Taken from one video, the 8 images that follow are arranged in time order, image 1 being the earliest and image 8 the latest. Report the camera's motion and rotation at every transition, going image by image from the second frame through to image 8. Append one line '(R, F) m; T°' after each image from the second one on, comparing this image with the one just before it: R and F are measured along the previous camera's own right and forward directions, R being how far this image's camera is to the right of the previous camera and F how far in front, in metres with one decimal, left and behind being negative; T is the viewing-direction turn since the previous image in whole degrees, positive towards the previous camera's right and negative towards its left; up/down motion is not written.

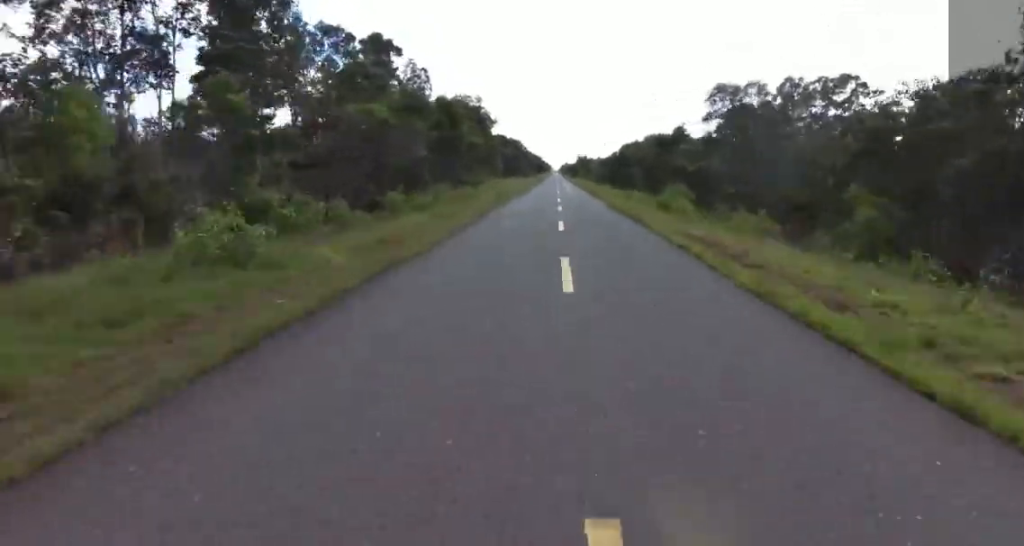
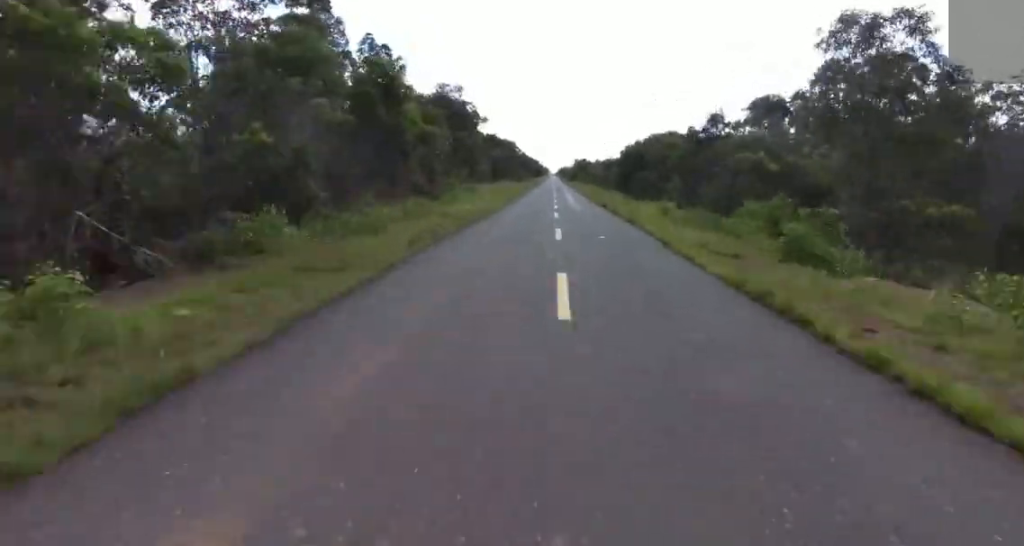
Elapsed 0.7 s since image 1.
(+0.1, +18.3) m; -1°
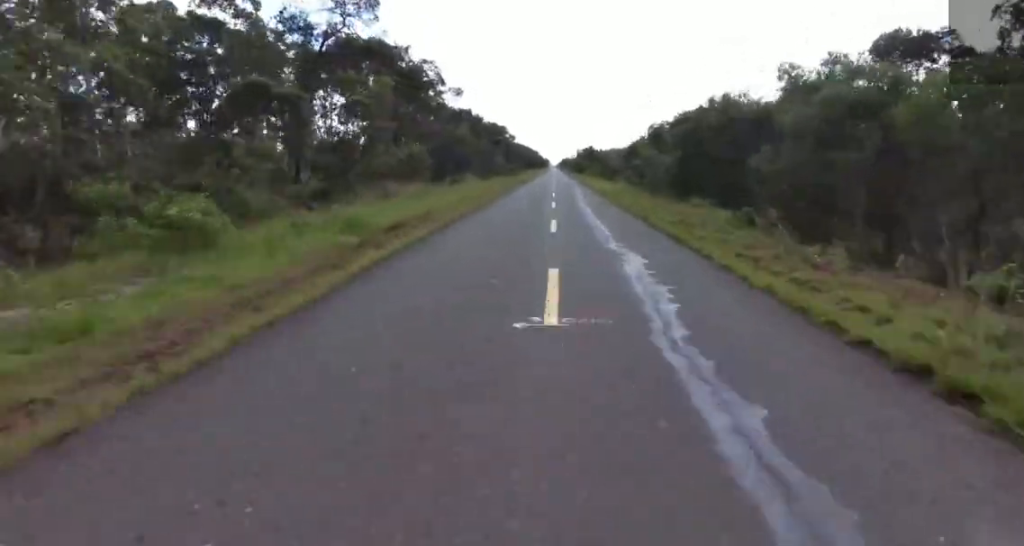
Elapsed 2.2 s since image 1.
(-0.8, +42.0) m; -1°
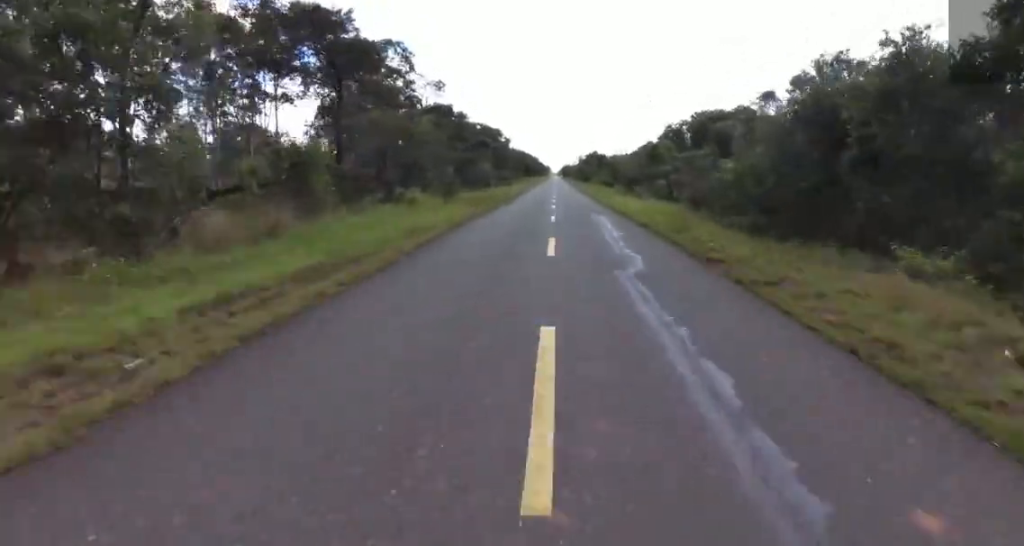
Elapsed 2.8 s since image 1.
(+0.1, +19.1) m; +1°
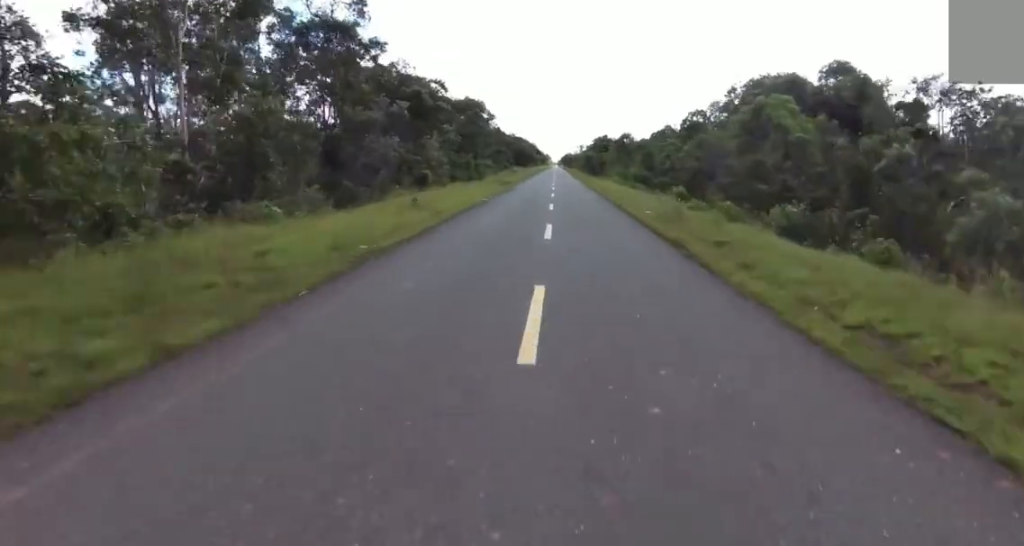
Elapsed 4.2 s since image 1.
(+1.2, +38.3) m; +3°
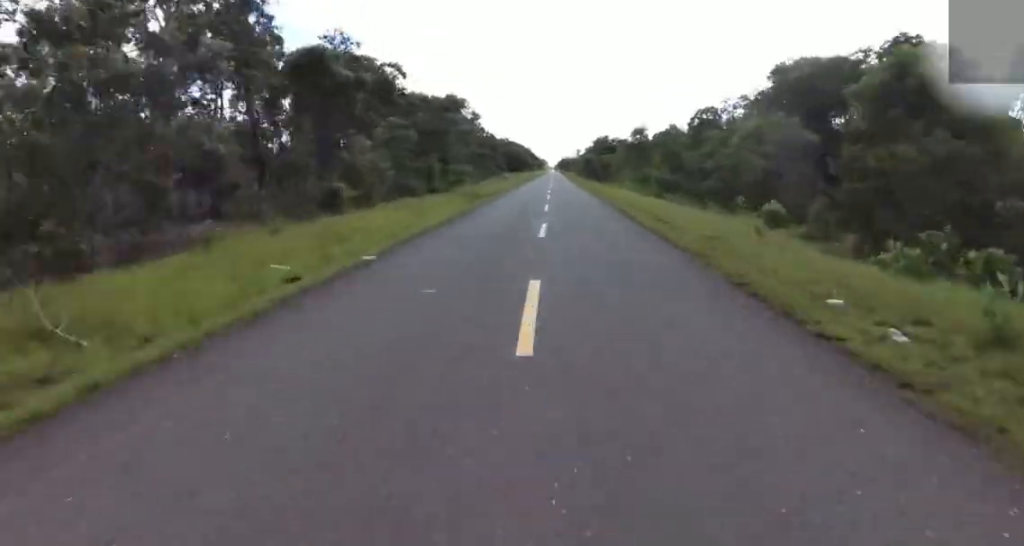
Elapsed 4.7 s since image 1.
(+0.9, +16.4) m; 0°
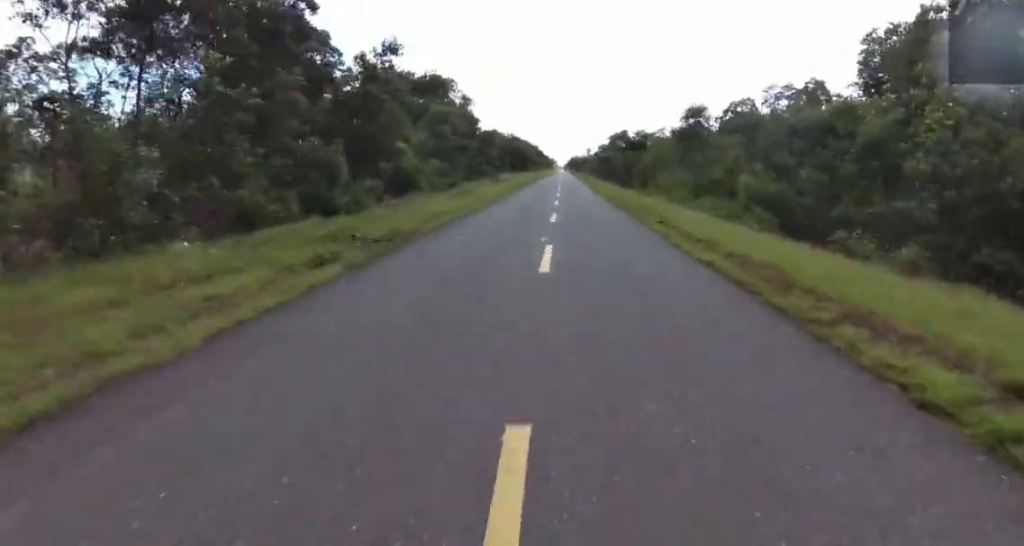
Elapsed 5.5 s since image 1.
(-1.2, +21.3) m; -2°
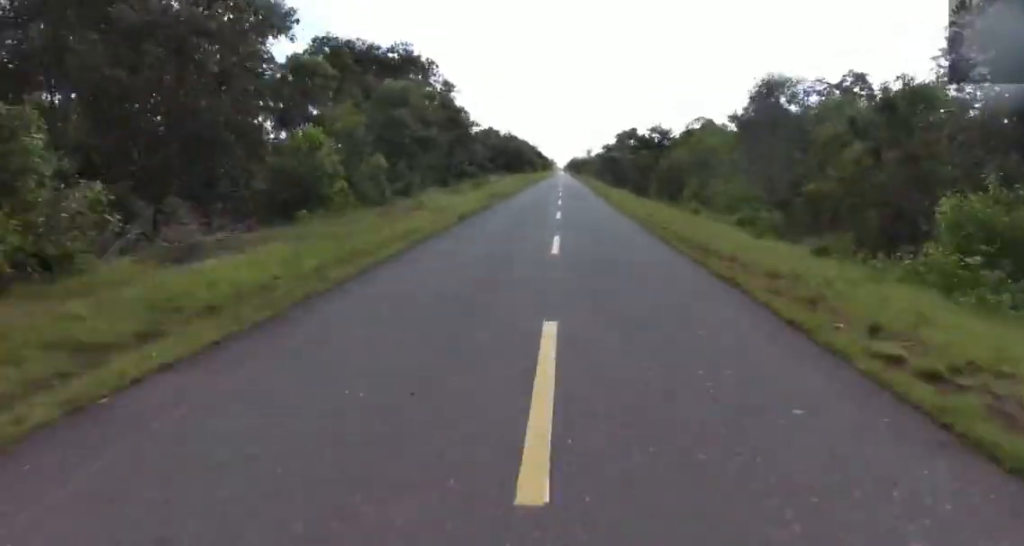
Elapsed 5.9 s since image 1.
(-0.2, +13.4) m; 0°
